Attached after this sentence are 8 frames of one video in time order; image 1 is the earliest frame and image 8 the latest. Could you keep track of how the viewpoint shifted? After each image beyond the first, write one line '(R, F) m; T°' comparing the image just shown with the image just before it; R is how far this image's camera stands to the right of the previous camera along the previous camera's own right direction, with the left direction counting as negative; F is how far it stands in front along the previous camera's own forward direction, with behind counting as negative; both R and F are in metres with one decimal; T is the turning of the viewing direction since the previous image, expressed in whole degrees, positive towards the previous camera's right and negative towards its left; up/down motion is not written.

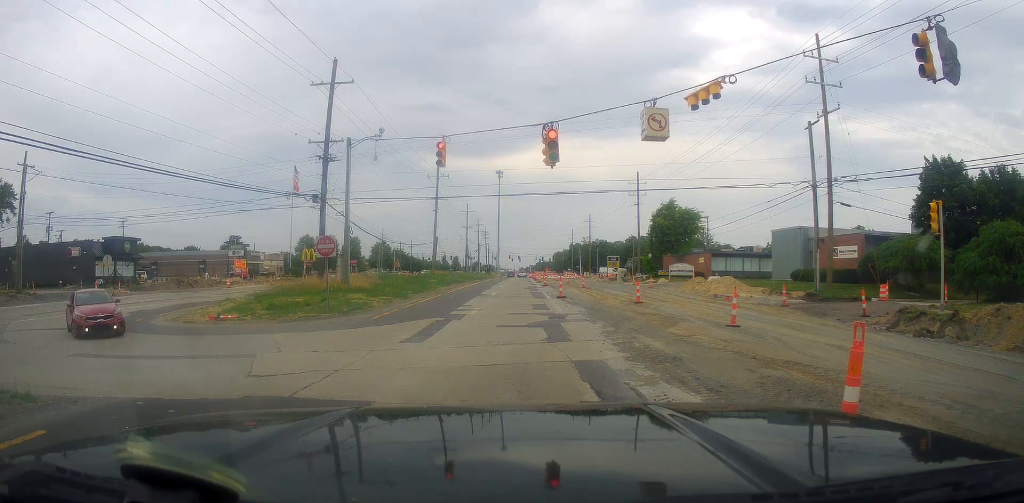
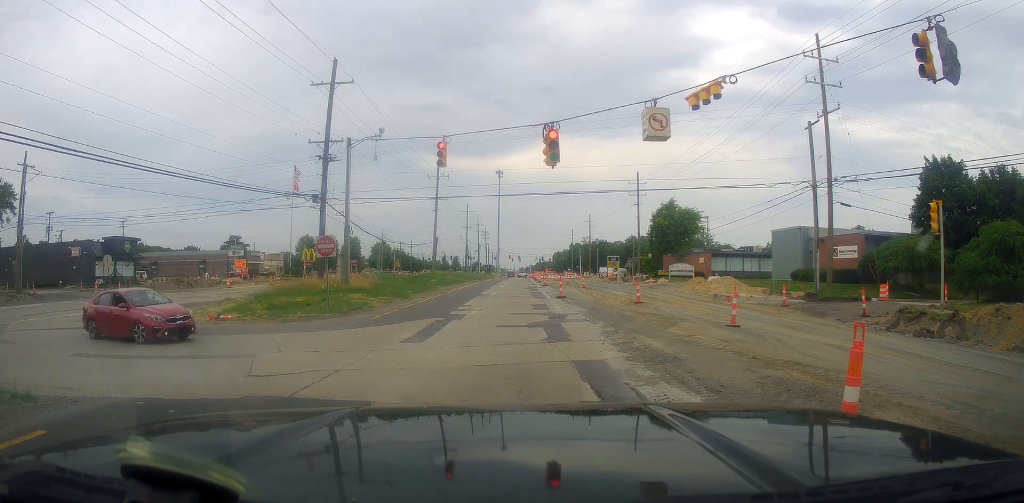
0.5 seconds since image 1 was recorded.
(0.0, 0.0) m; 0°
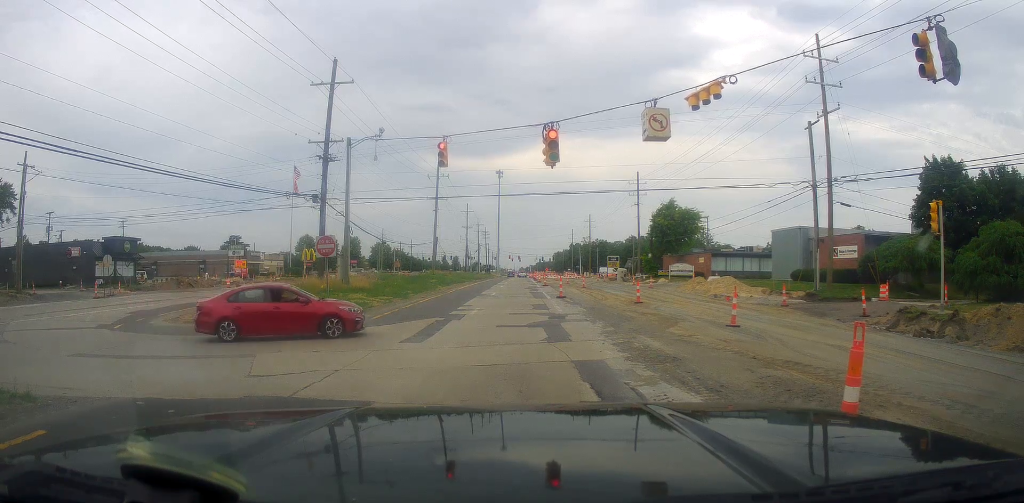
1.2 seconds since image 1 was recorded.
(0.0, 0.0) m; 0°
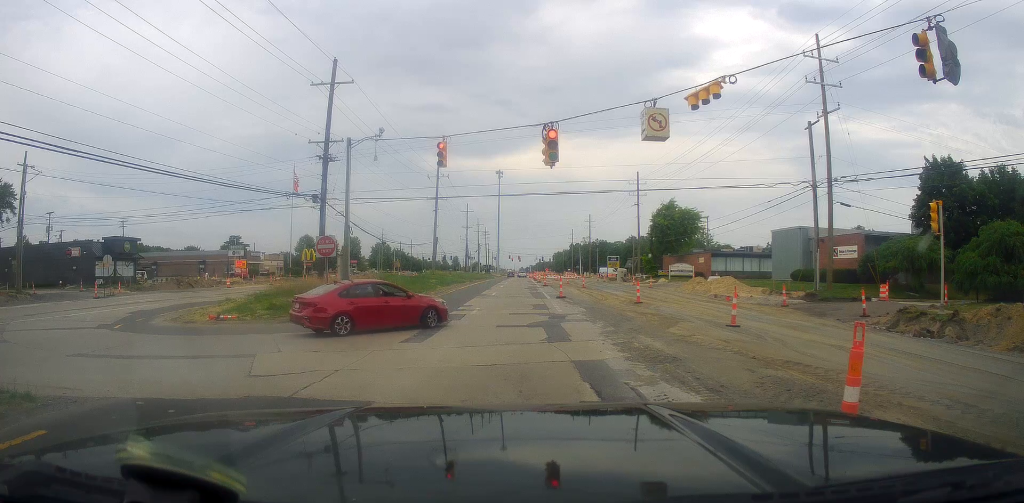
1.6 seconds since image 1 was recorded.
(0.0, 0.0) m; 0°
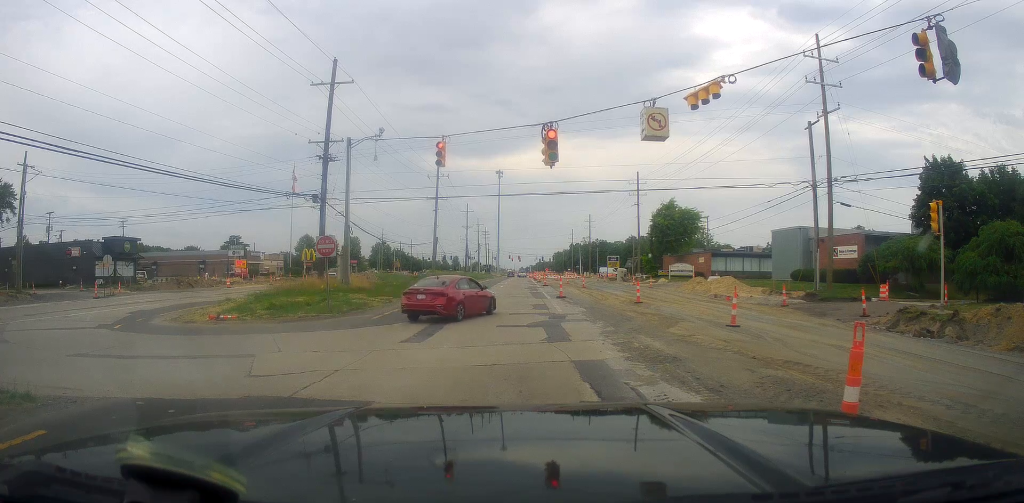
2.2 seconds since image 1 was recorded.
(0.0, 0.0) m; 0°
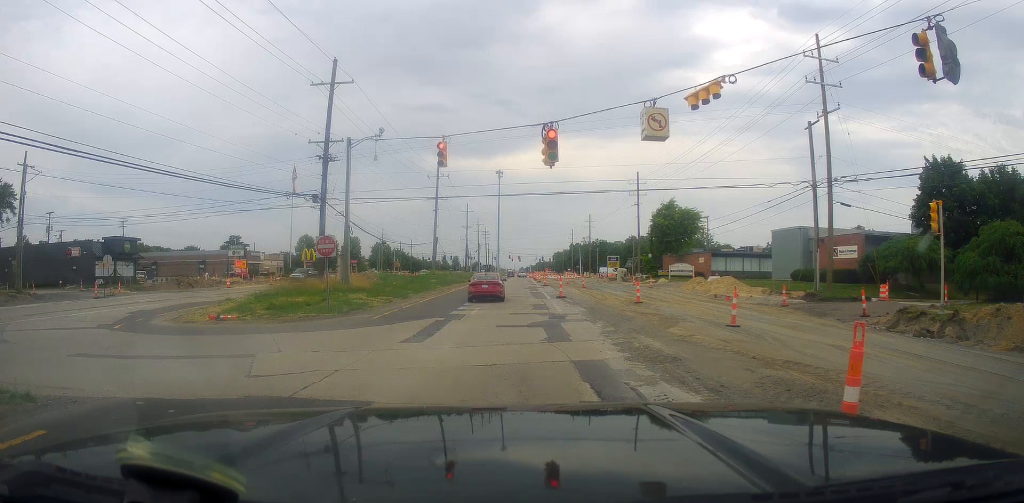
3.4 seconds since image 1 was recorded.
(0.0, 0.0) m; 0°
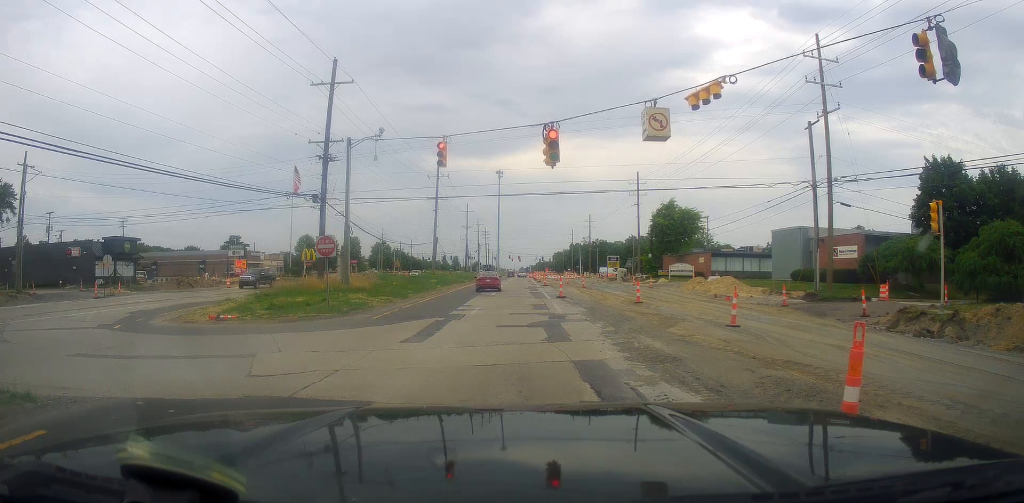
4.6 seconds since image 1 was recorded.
(0.0, 0.0) m; 0°
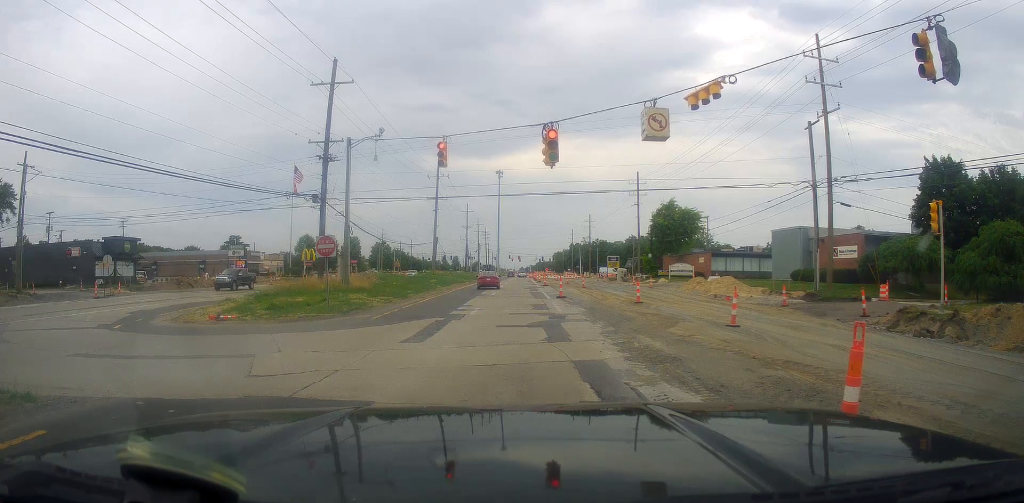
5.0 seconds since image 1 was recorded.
(0.0, 0.0) m; 0°
